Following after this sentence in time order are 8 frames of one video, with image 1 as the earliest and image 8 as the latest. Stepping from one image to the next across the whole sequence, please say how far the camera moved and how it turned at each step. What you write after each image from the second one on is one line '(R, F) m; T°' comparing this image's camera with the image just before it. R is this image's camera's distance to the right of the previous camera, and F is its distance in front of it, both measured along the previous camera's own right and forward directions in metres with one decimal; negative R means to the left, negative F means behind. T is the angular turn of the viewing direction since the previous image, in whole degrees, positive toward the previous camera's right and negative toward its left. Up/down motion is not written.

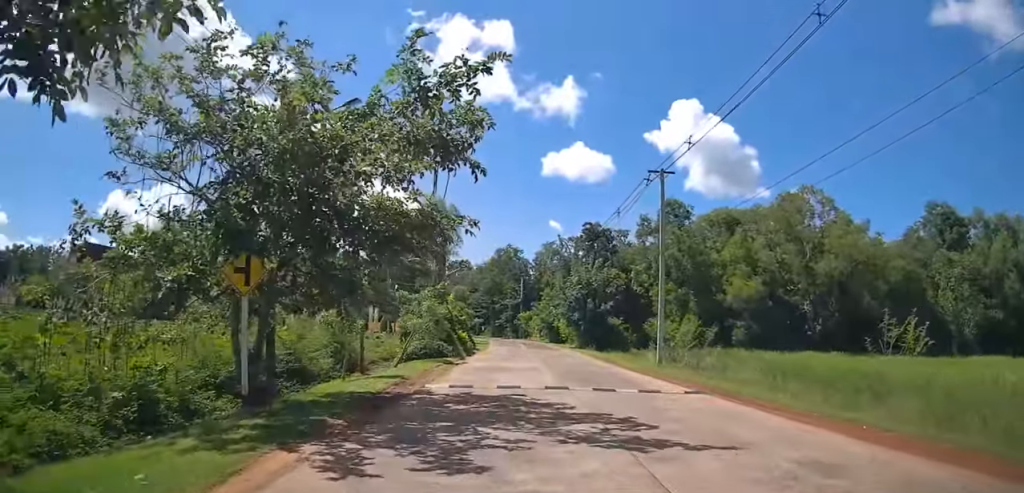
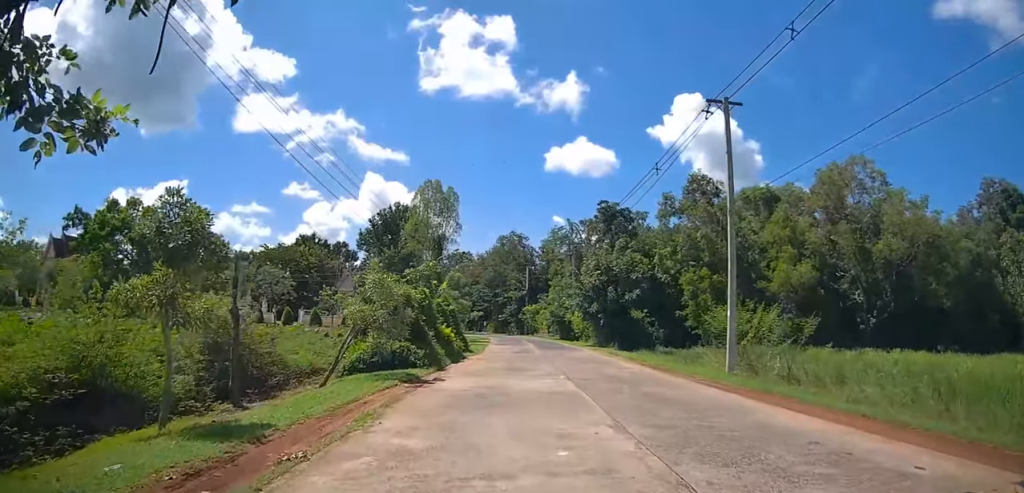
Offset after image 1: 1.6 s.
(-0.1, +10.5) m; -1°
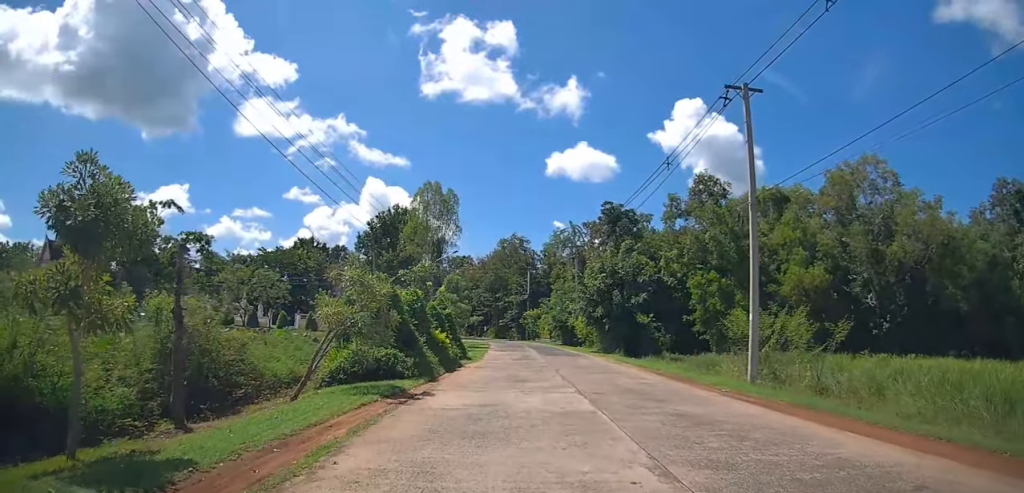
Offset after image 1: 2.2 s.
(0.0, +3.3) m; -1°
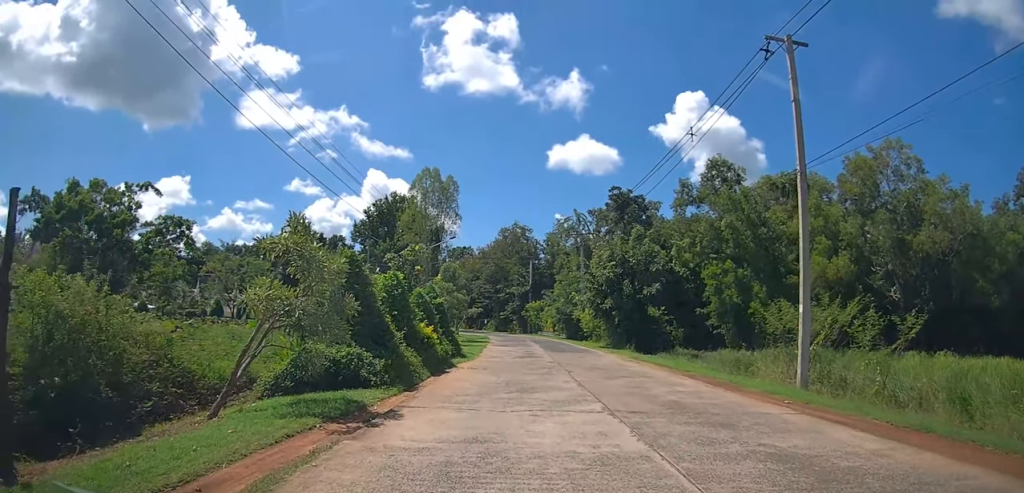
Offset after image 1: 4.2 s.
(-0.1, +5.1) m; +2°
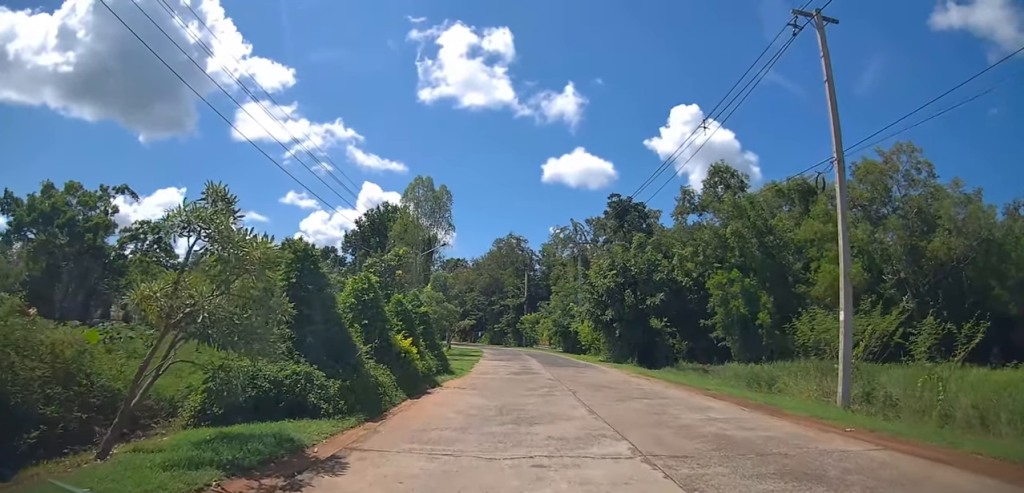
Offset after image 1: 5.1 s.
(0.0, +1.7) m; 0°
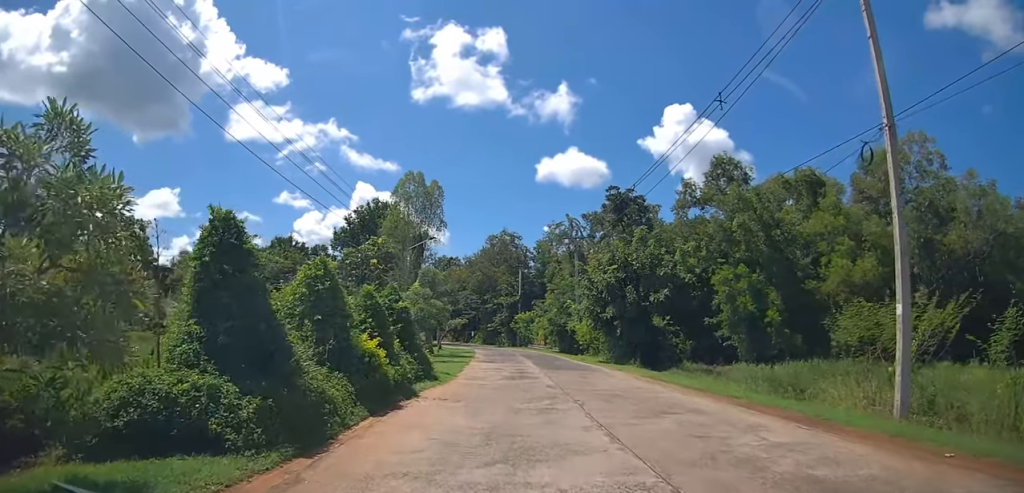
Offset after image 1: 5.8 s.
(0.0, +1.7) m; -1°
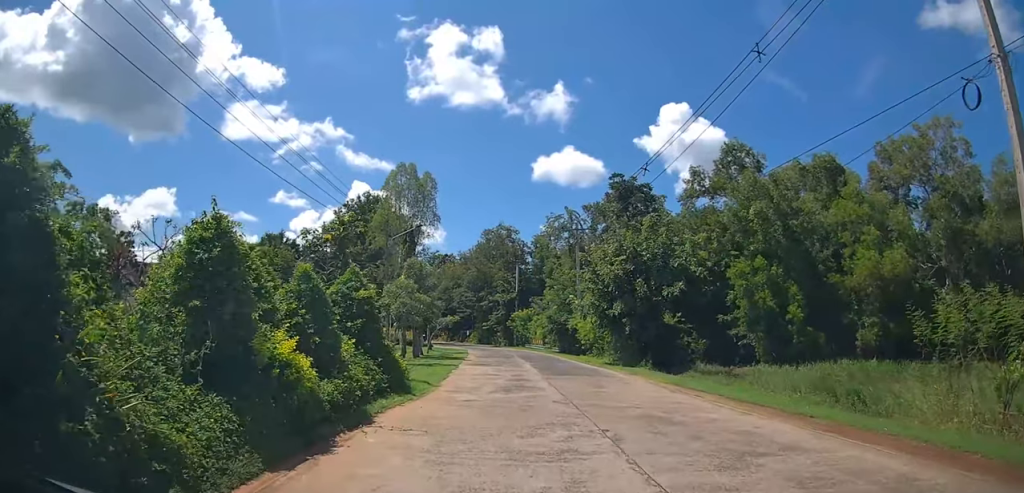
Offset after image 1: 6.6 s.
(0.0, +2.5) m; -1°
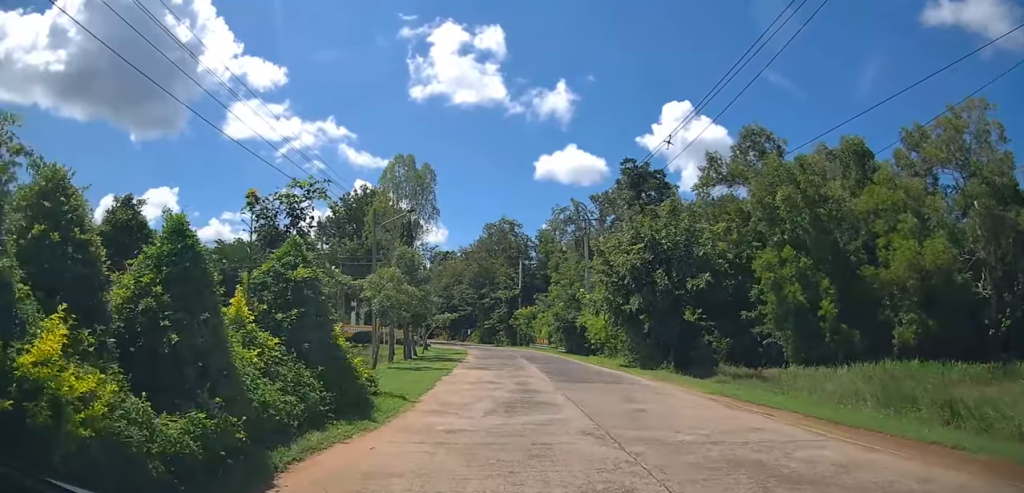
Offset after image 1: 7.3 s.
(-0.1, +2.7) m; +1°
